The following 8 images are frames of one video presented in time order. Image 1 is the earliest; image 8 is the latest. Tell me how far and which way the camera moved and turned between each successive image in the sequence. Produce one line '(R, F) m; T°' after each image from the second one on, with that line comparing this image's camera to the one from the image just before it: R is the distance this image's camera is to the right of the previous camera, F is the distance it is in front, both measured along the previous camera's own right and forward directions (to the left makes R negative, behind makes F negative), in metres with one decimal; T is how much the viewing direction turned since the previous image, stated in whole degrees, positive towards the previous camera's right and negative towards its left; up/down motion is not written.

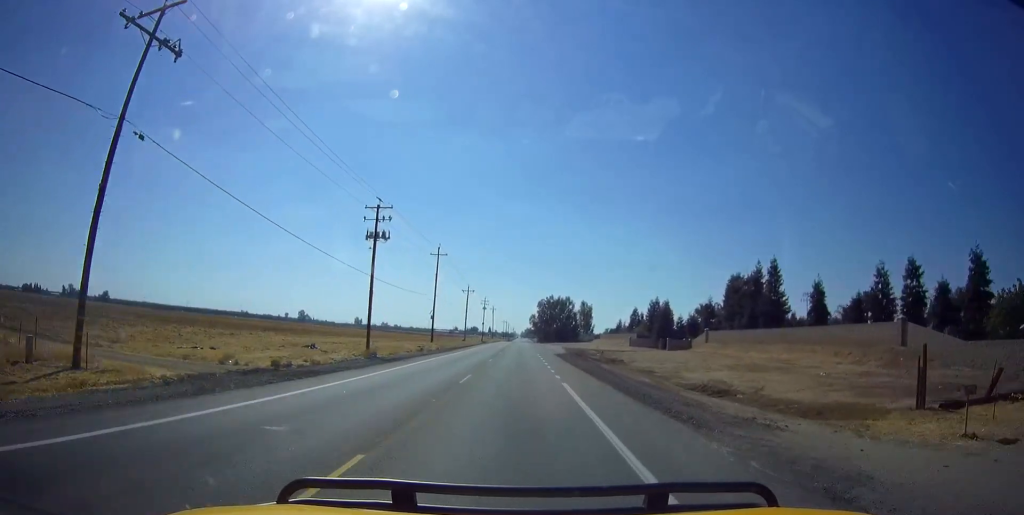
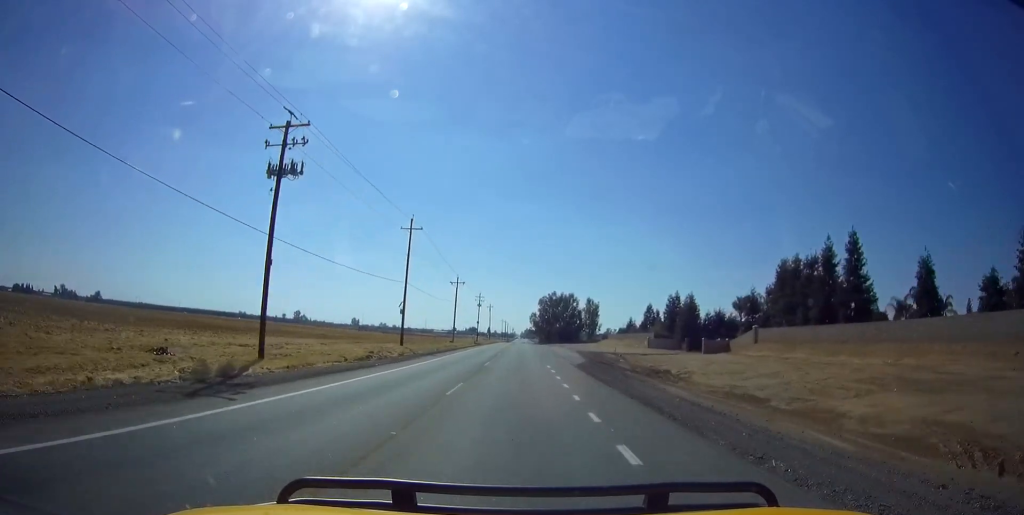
(+0.2, +18.1) m; +1°
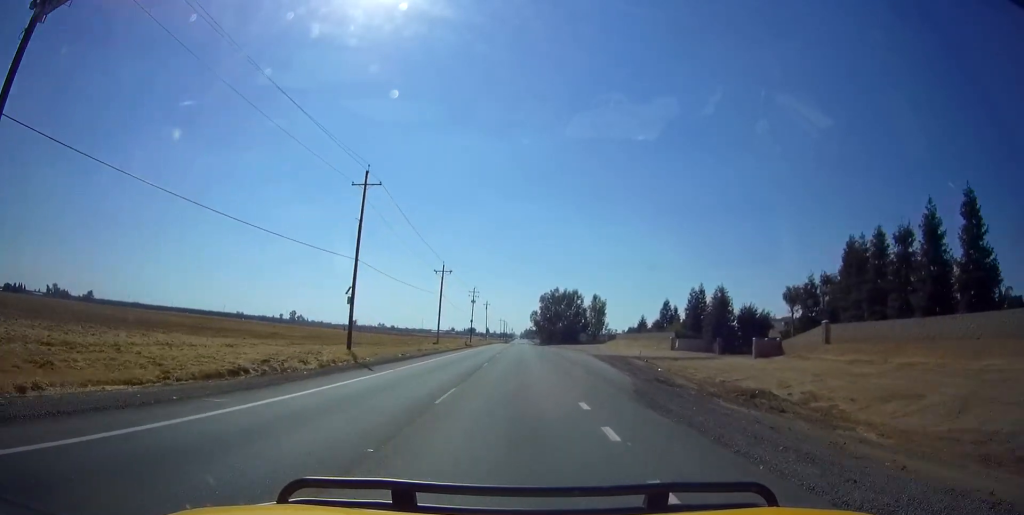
(+0.2, +16.6) m; 0°
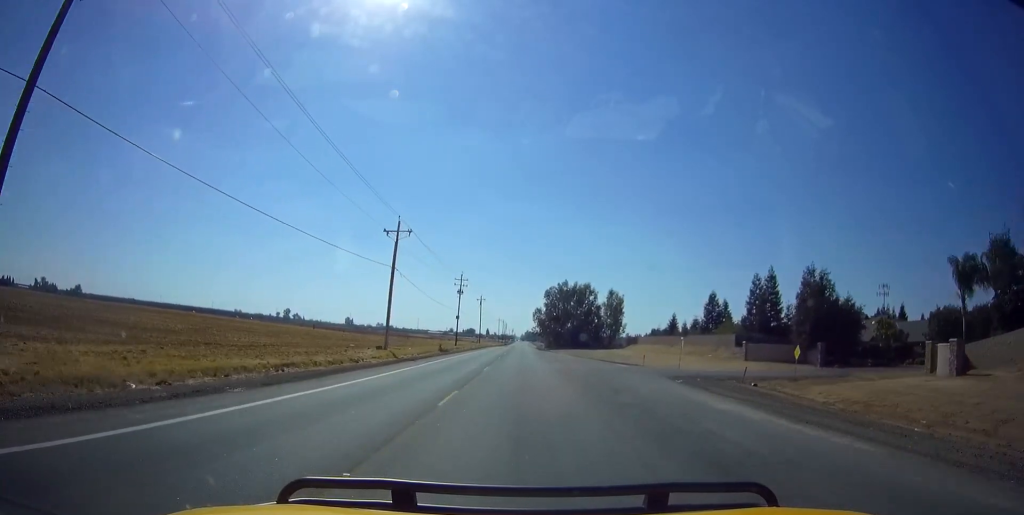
(-0.1, +29.3) m; 0°
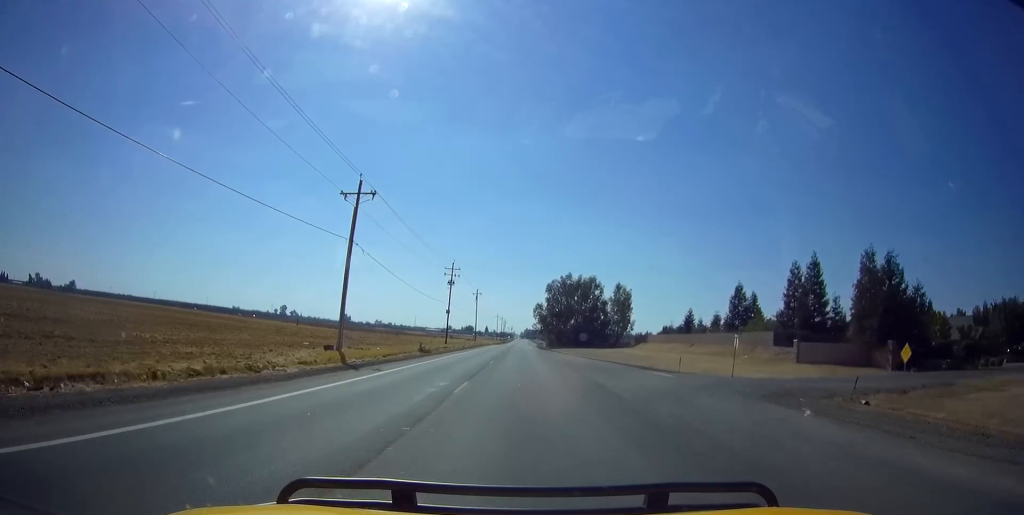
(0.0, +11.8) m; 0°
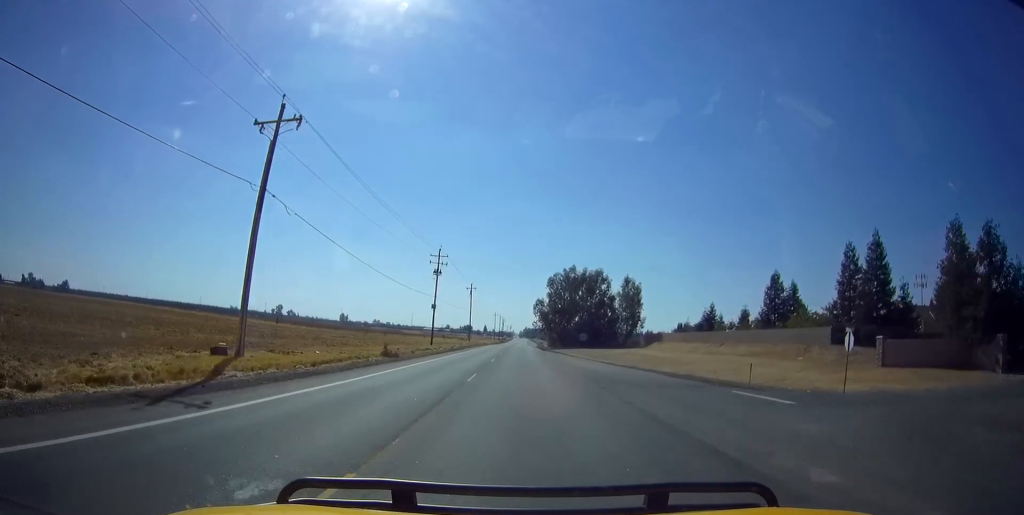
(+0.1, +12.6) m; 0°
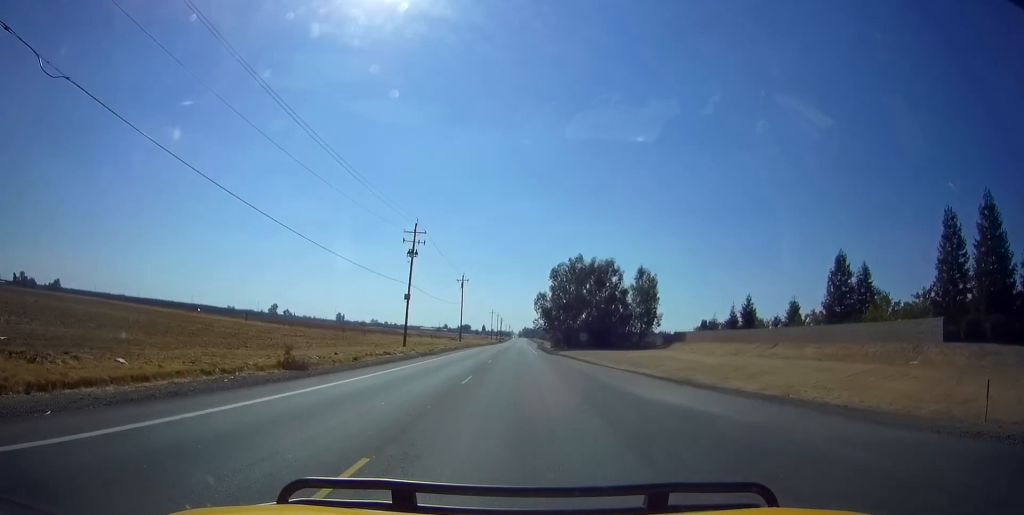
(0.0, +15.8) m; 0°
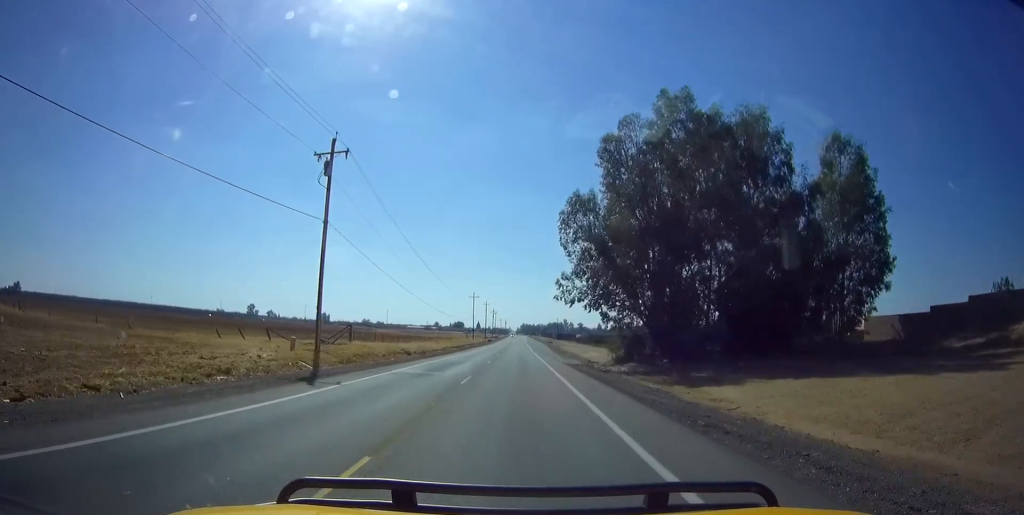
(+0.1, +72.5) m; -1°
